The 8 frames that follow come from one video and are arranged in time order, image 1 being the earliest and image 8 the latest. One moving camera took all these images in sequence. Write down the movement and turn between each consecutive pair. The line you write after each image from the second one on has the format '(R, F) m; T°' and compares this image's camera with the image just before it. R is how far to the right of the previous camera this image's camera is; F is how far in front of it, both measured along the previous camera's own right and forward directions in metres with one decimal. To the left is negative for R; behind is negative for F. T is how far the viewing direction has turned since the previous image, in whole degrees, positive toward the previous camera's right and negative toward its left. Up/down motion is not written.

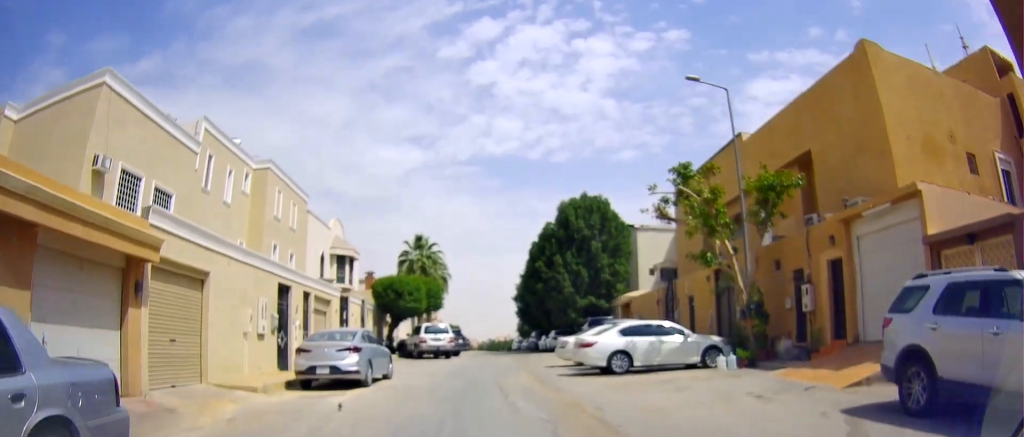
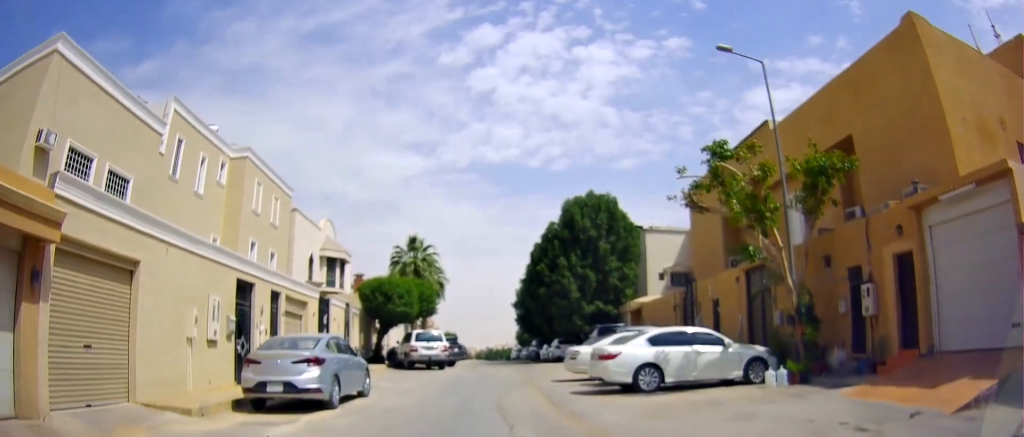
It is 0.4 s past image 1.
(+0.2, +3.0) m; +1°
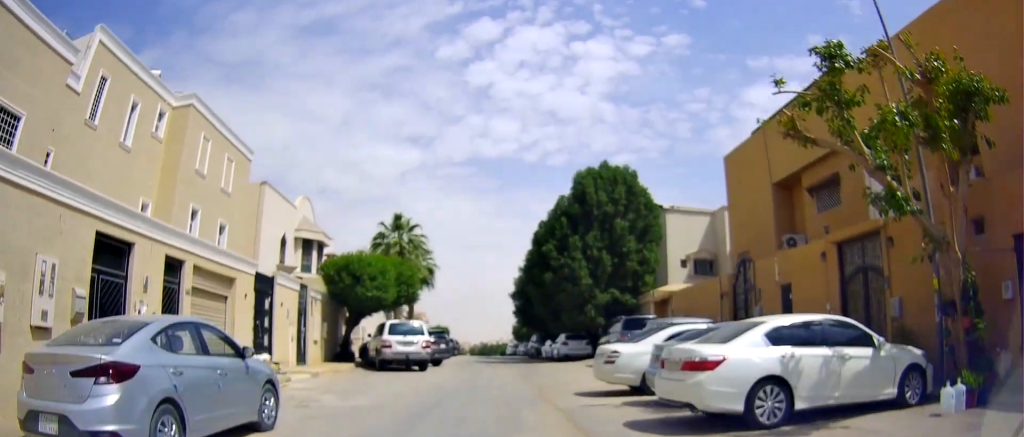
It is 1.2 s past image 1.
(-0.3, +6.1) m; -5°
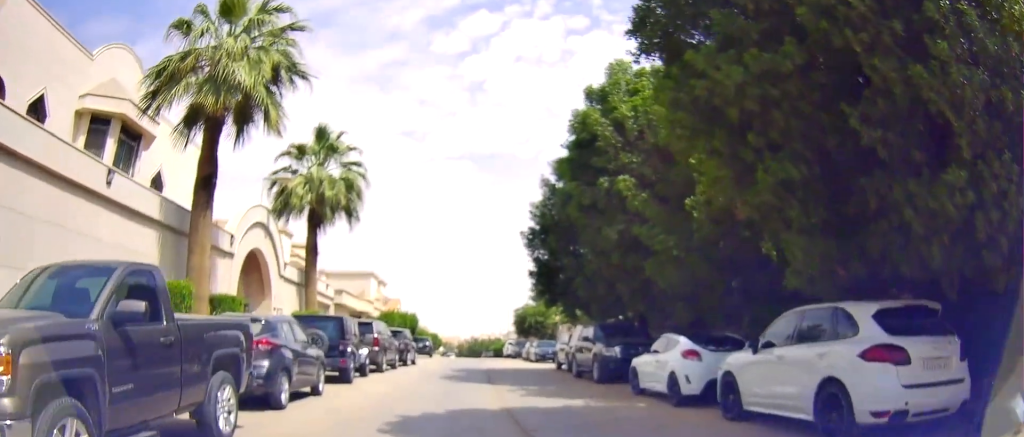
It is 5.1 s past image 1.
(+1.4, +28.4) m; +2°
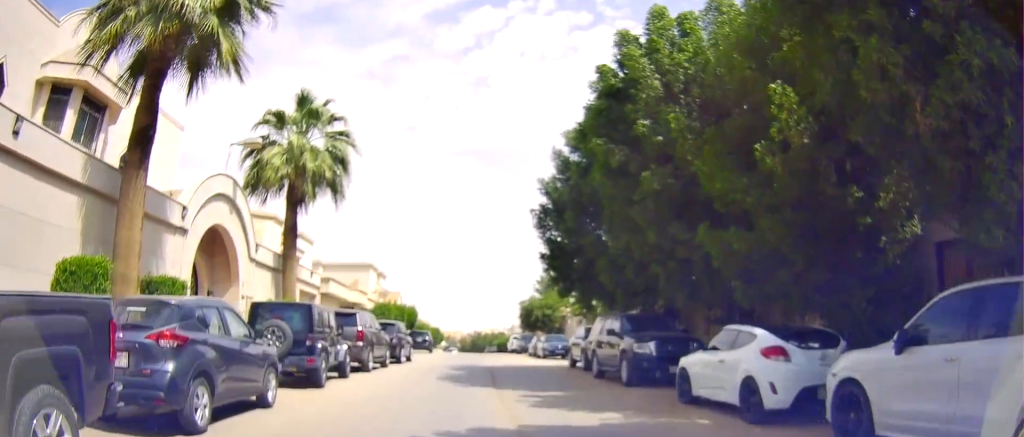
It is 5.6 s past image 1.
(0.0, +3.2) m; +1°
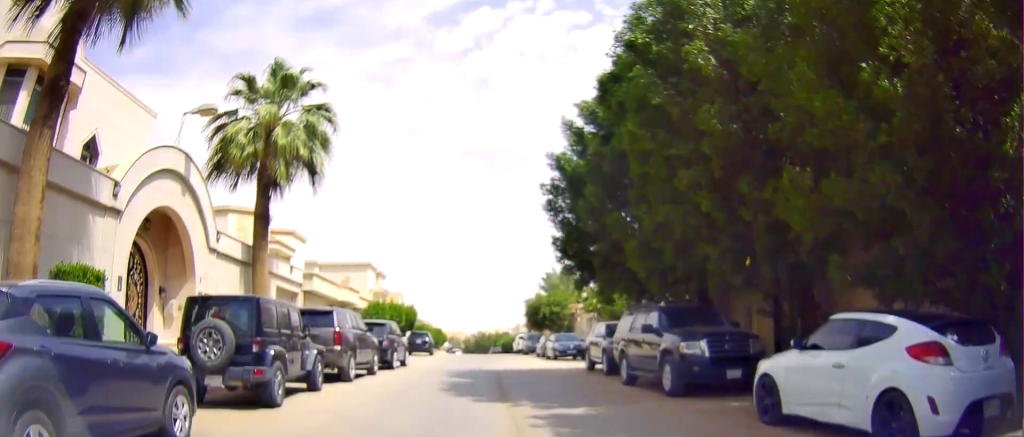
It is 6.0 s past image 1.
(+0.2, +3.1) m; +2°
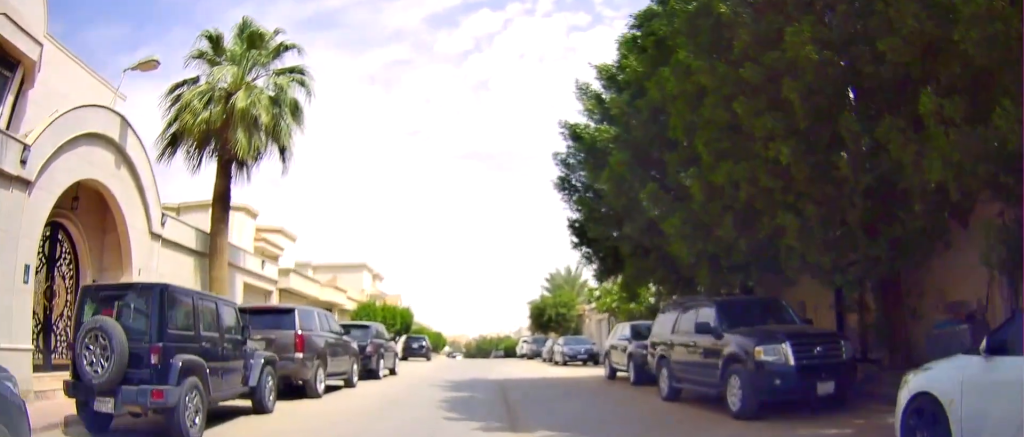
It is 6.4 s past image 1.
(+0.1, +3.1) m; +1°
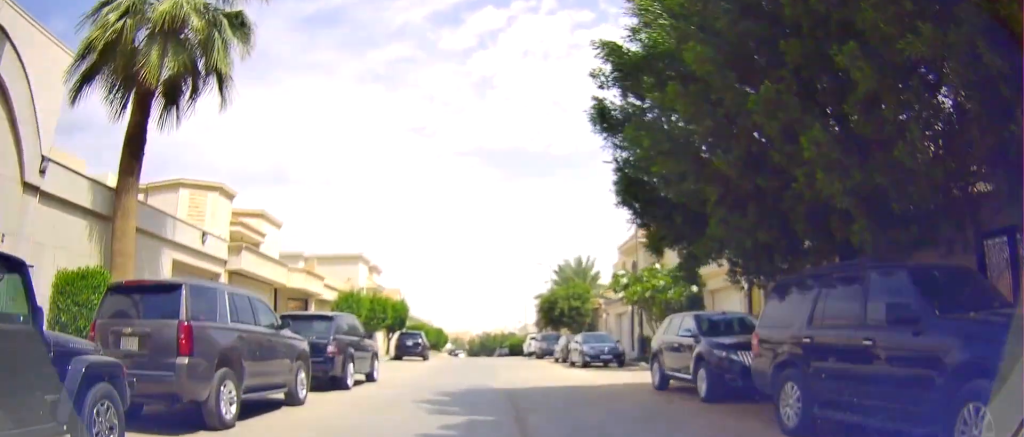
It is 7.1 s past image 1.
(0.0, +4.7) m; -2°
